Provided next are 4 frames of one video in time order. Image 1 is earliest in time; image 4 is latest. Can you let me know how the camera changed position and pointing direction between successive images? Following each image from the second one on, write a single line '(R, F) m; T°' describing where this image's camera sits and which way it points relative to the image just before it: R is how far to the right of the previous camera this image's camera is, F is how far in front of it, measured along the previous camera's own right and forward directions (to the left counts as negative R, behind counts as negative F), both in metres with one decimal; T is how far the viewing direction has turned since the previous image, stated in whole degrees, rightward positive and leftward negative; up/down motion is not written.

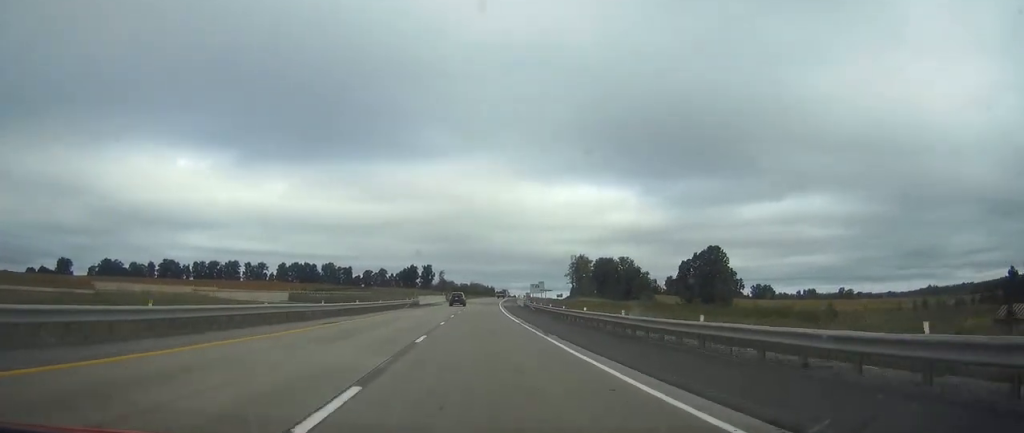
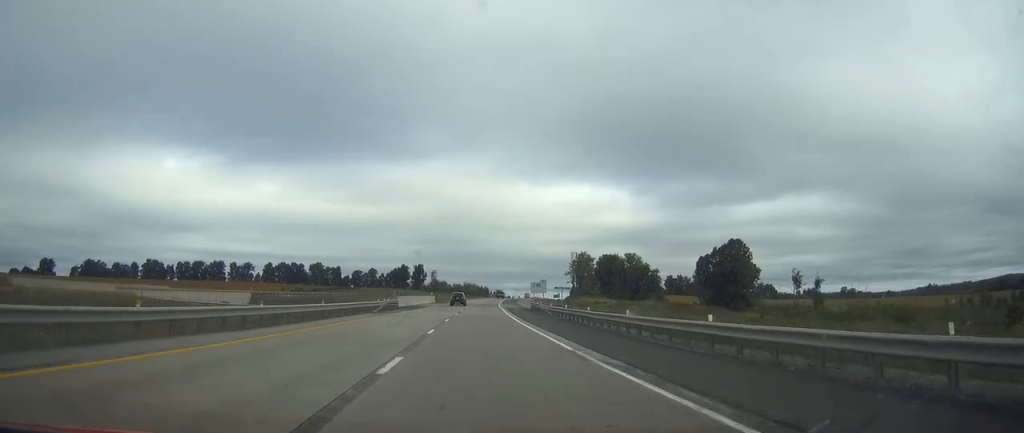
(+0.1, +19.7) m; +1°
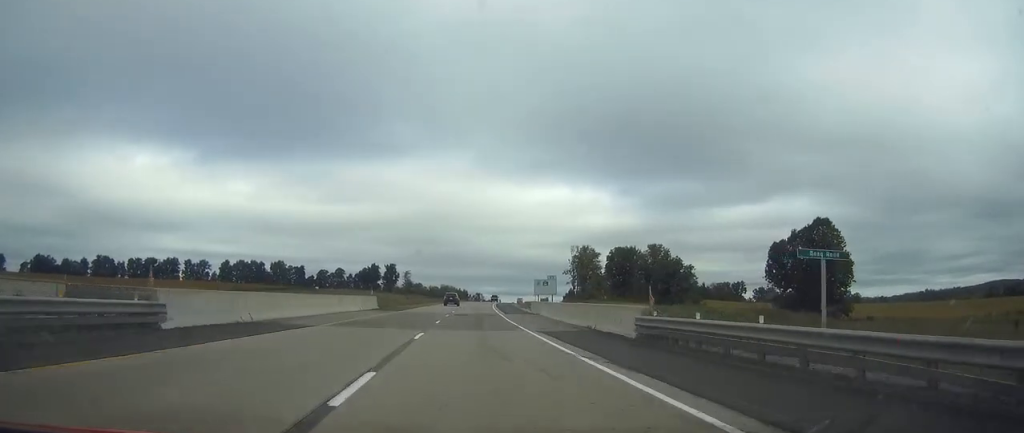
(+1.0, +51.4) m; +2°
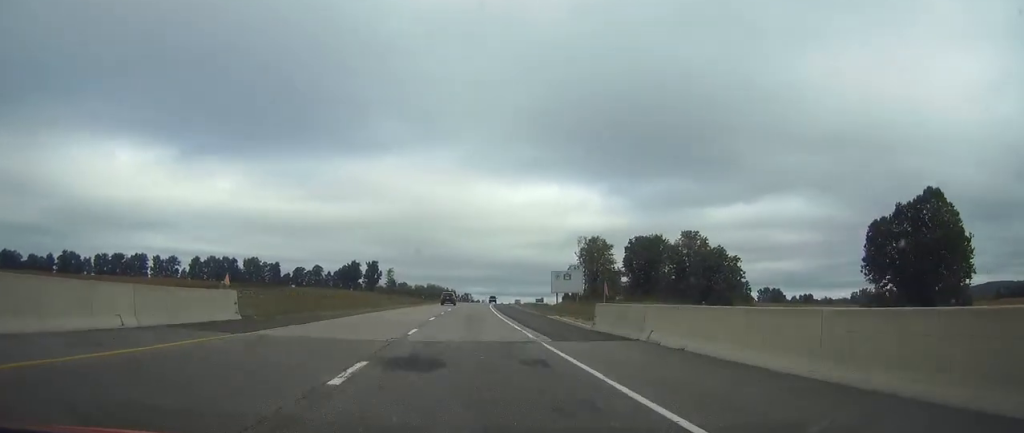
(+0.4, +34.9) m; +1°
